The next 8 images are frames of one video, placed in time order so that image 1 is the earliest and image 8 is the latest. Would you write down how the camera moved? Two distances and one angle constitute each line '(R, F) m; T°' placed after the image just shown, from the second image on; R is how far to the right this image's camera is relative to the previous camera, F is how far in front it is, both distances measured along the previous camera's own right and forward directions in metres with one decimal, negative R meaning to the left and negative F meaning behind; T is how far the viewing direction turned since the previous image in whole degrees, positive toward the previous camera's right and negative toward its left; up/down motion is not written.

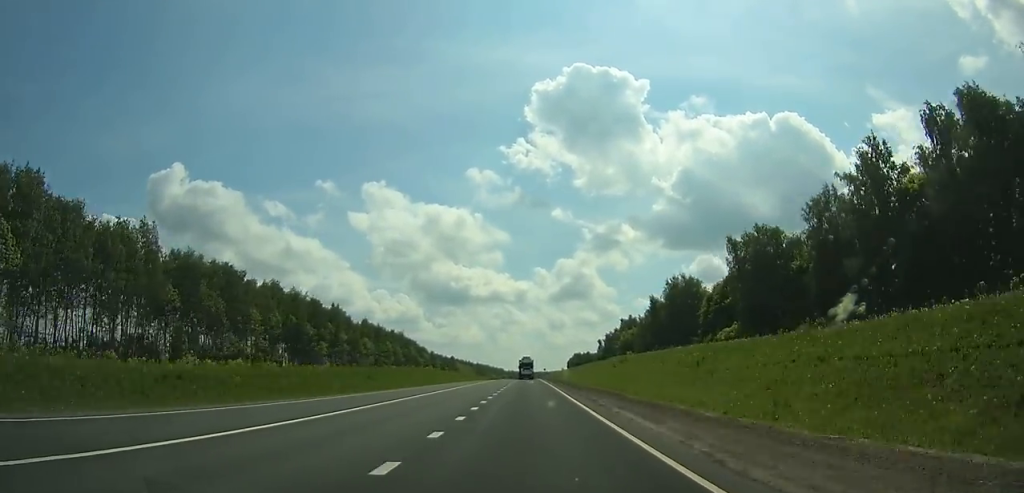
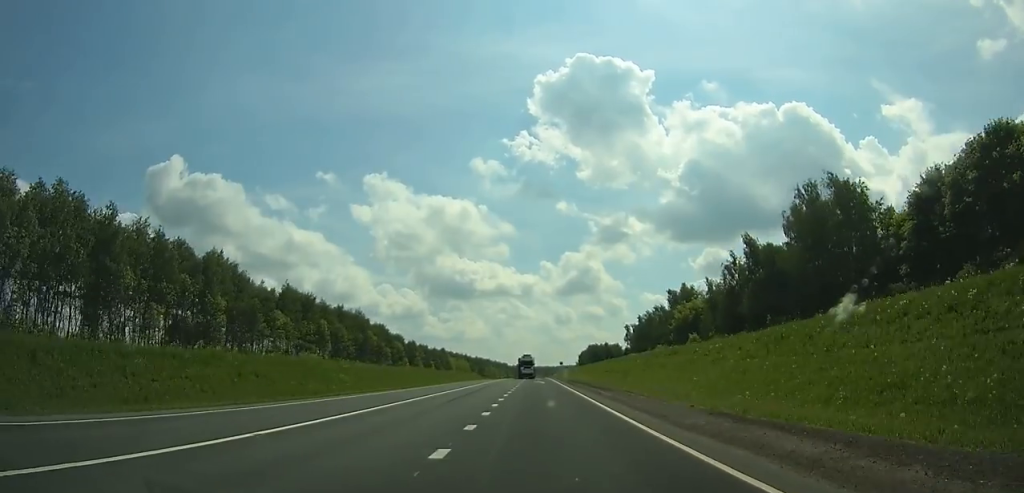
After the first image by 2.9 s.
(-0.1, +68.5) m; -1°
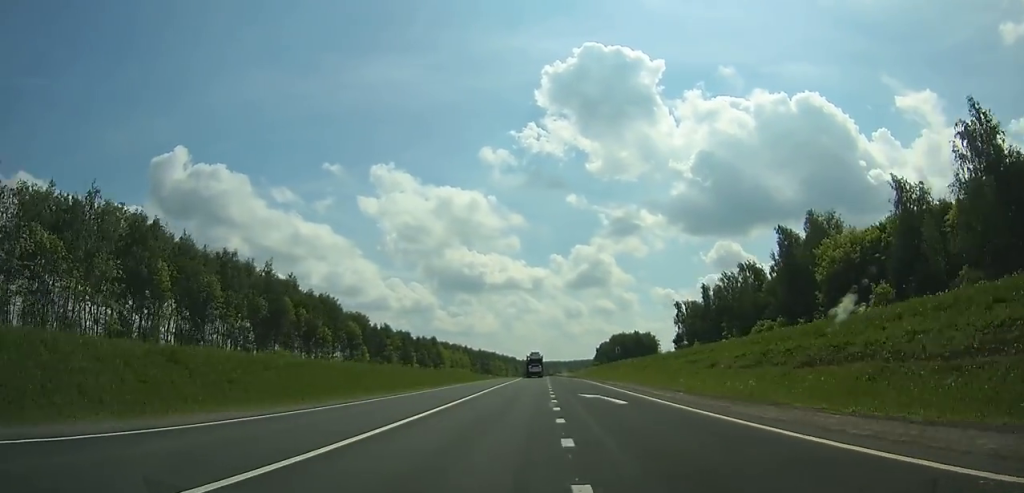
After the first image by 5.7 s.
(-0.5, +65.6) m; 0°
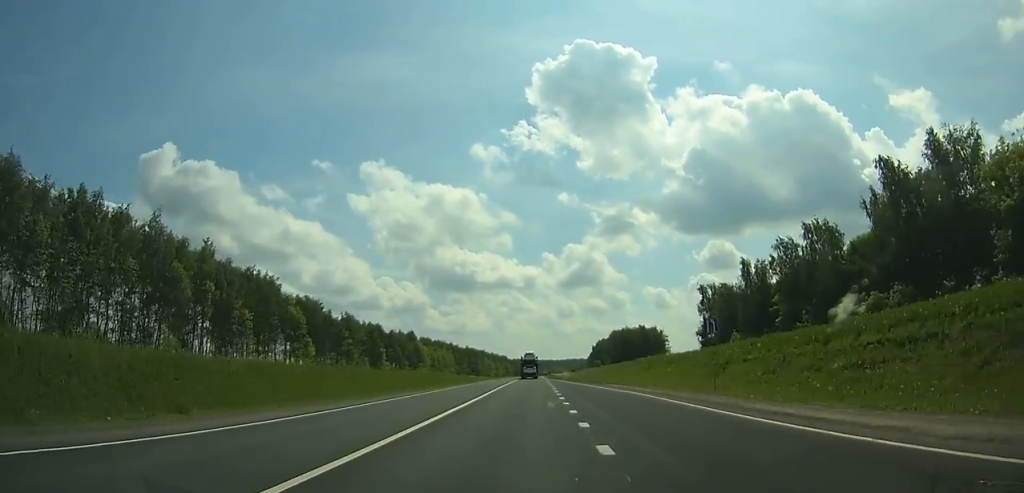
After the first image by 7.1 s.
(+0.1, +32.6) m; 0°
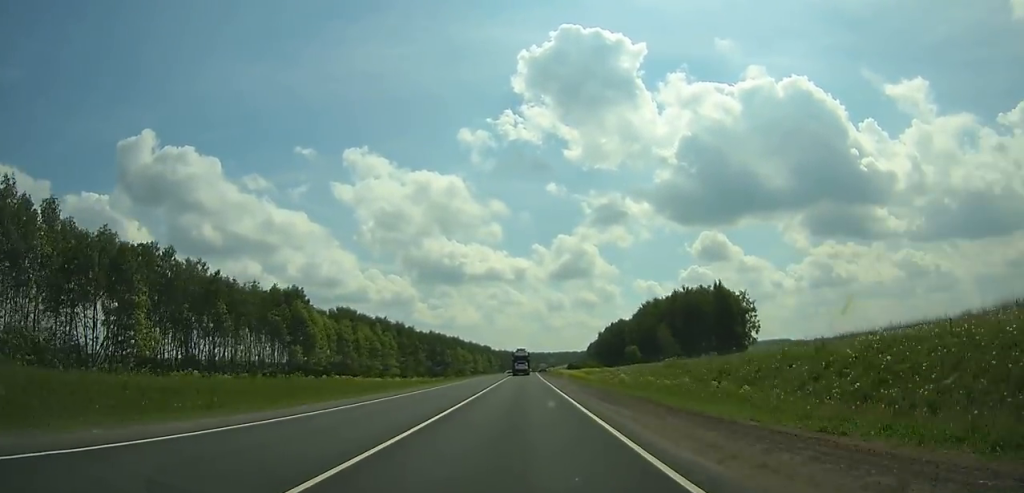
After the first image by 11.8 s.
(+1.0, +107.8) m; +1°
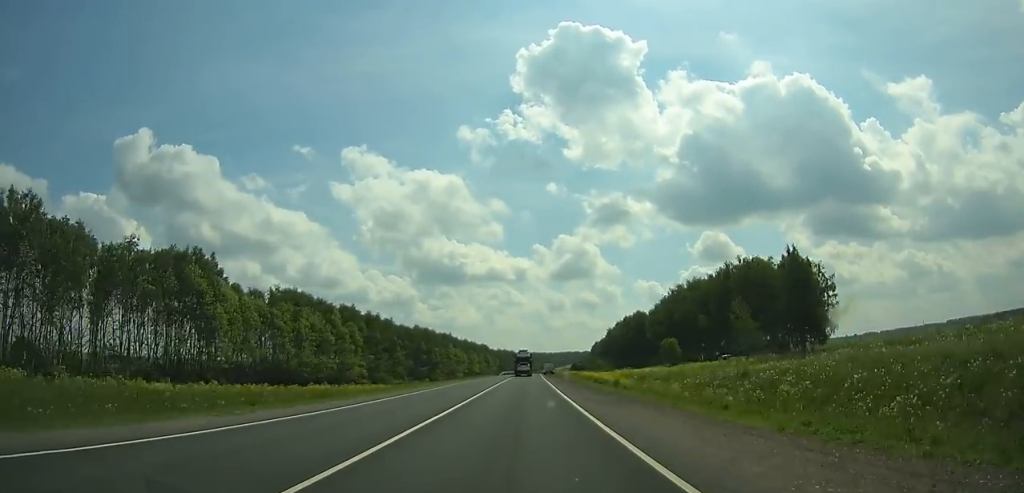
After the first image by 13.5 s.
(0.0, +38.3) m; 0°
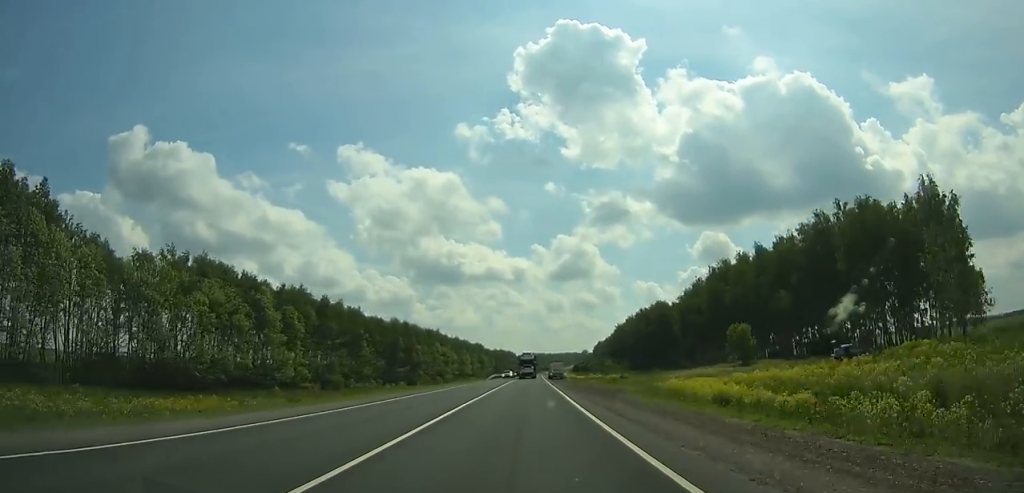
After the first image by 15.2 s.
(-0.1, +38.1) m; 0°
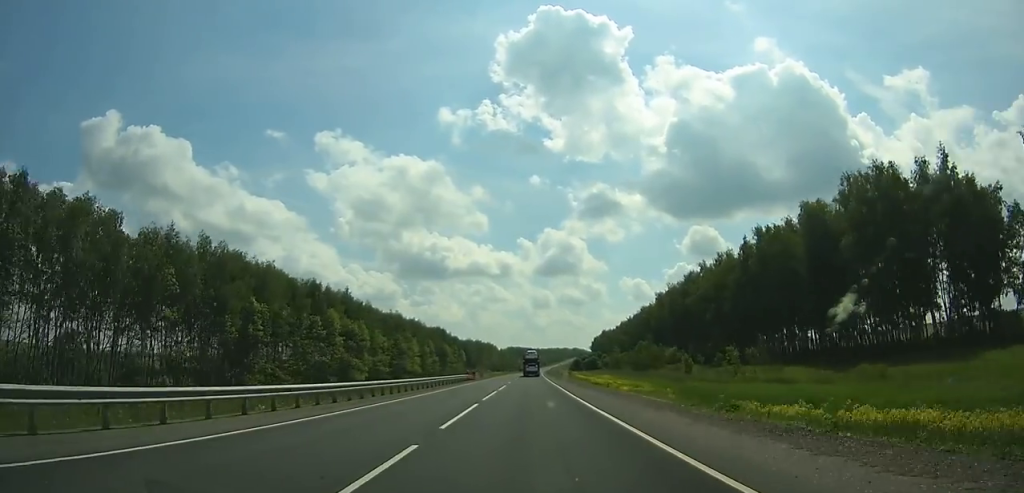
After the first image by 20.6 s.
(+1.5, +118.2) m; +1°
